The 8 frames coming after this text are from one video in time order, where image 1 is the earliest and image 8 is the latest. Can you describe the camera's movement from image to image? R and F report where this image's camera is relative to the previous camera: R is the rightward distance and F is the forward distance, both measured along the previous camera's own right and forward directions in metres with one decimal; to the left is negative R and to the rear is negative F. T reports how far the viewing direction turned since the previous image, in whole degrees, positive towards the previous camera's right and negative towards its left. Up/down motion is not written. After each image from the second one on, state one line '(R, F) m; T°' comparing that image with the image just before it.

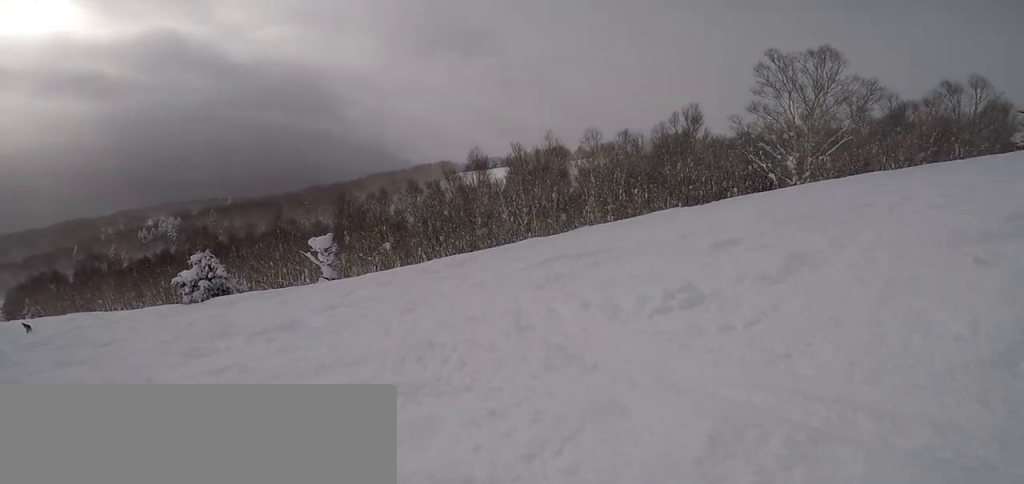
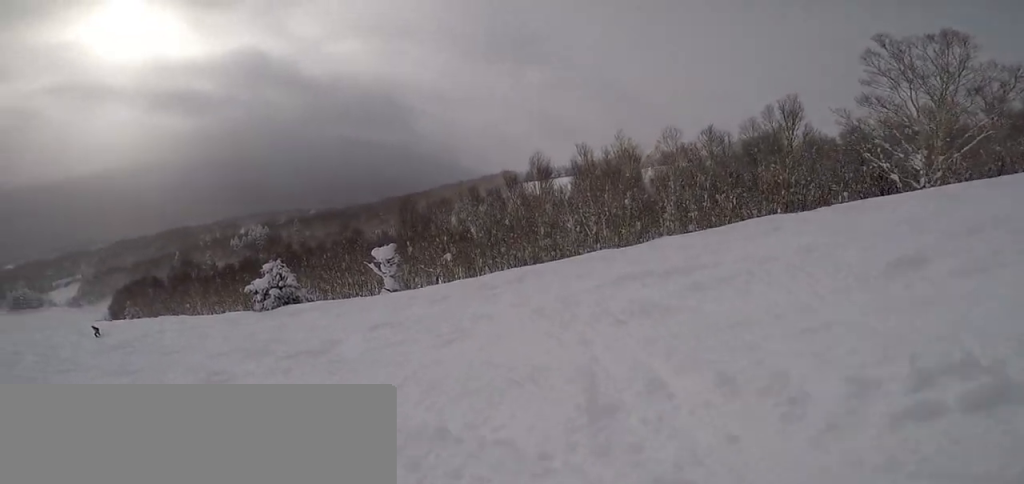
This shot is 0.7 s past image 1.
(-0.4, +2.5) m; -15°
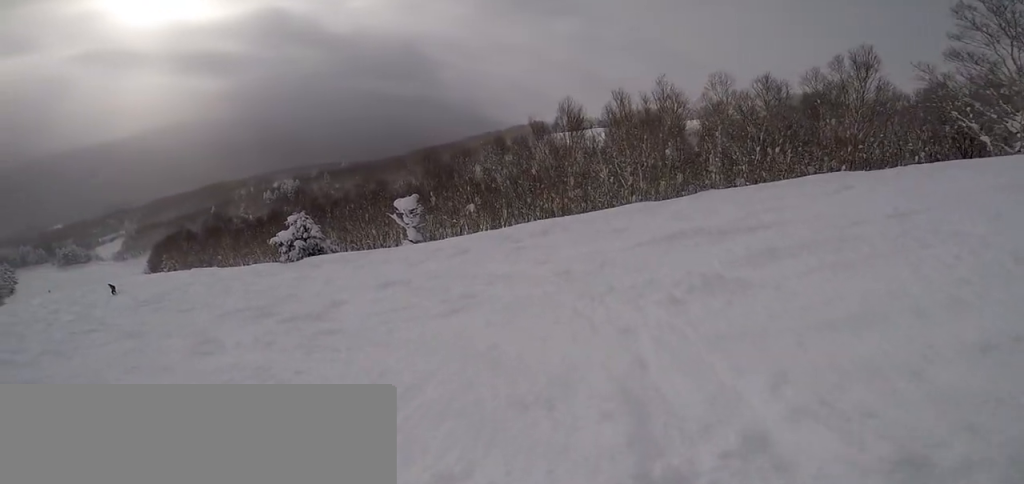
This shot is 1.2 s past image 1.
(-0.1, +1.7) m; -13°
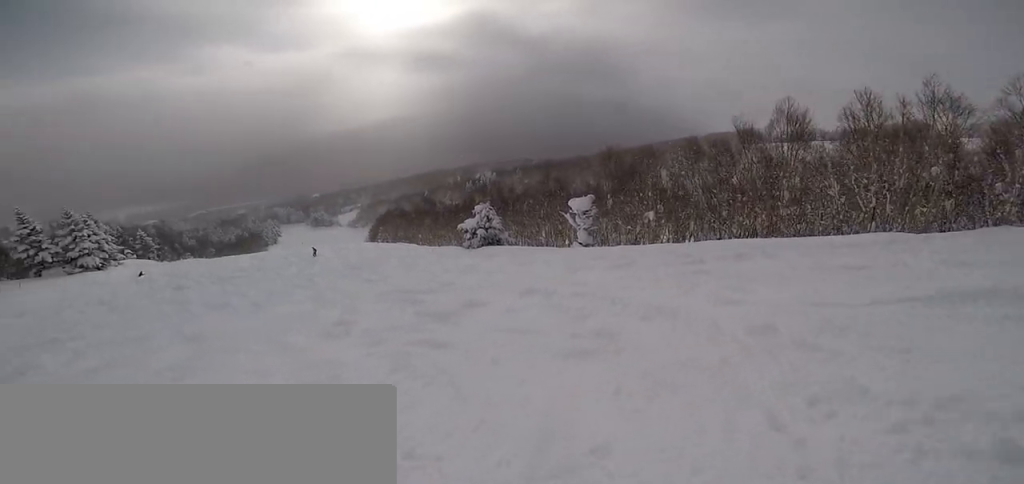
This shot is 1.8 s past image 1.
(-0.3, +2.0) m; -35°
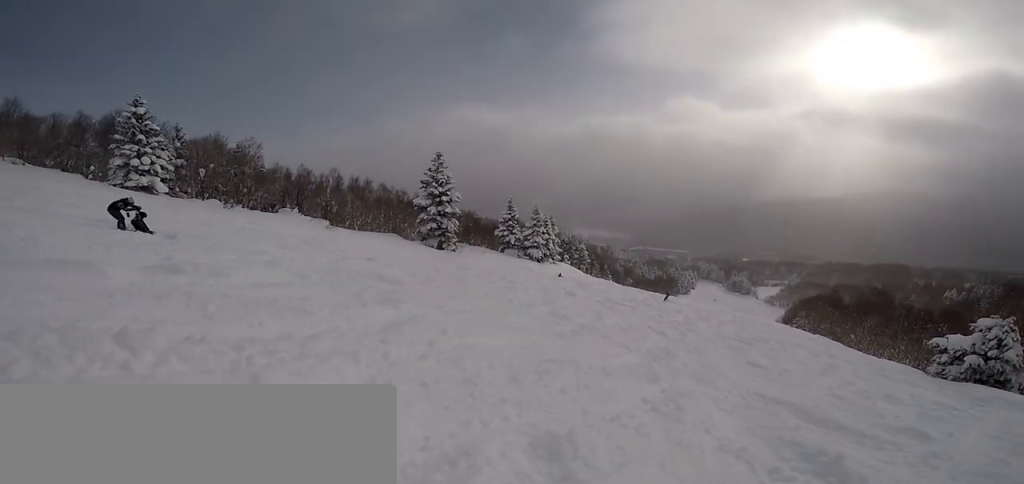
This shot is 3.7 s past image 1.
(-3.2, +6.0) m; -27°
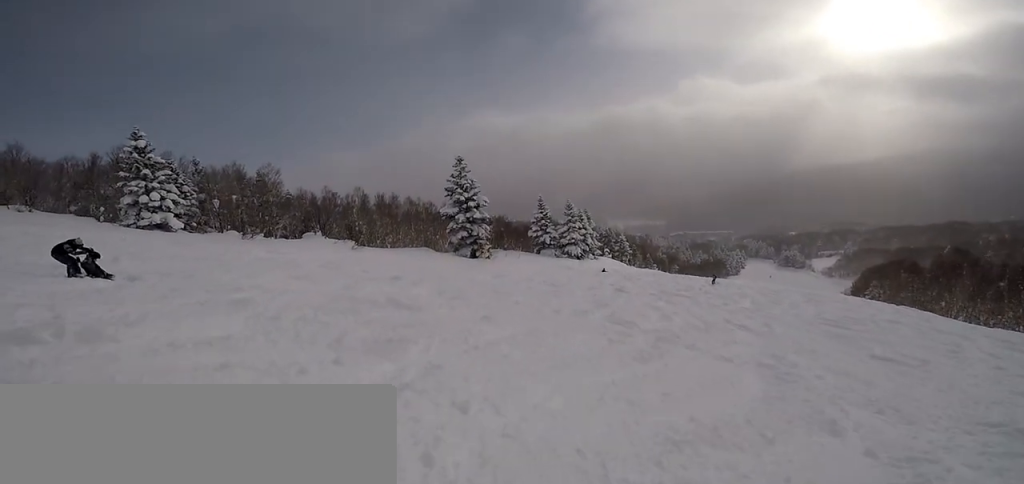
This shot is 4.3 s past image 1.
(+0.4, +2.8) m; +3°
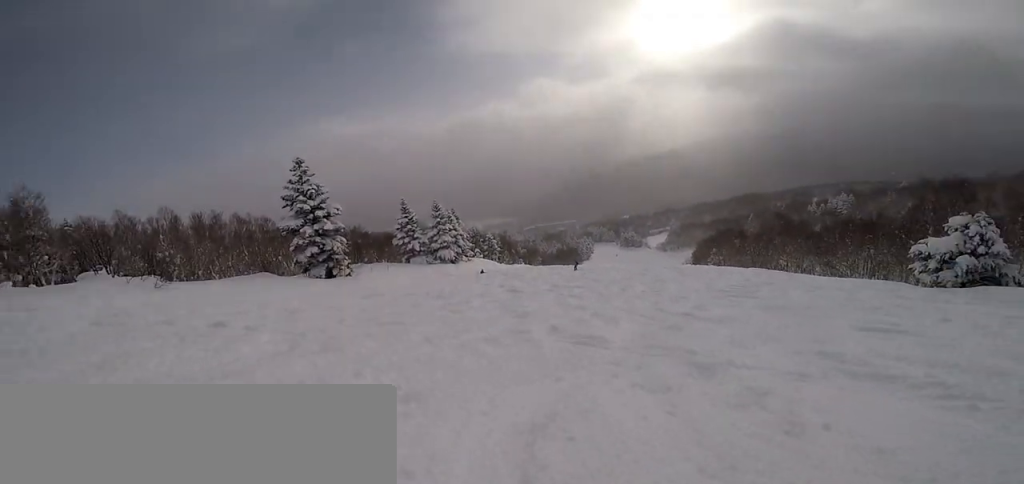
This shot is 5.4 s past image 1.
(-0.4, +5.0) m; +11°
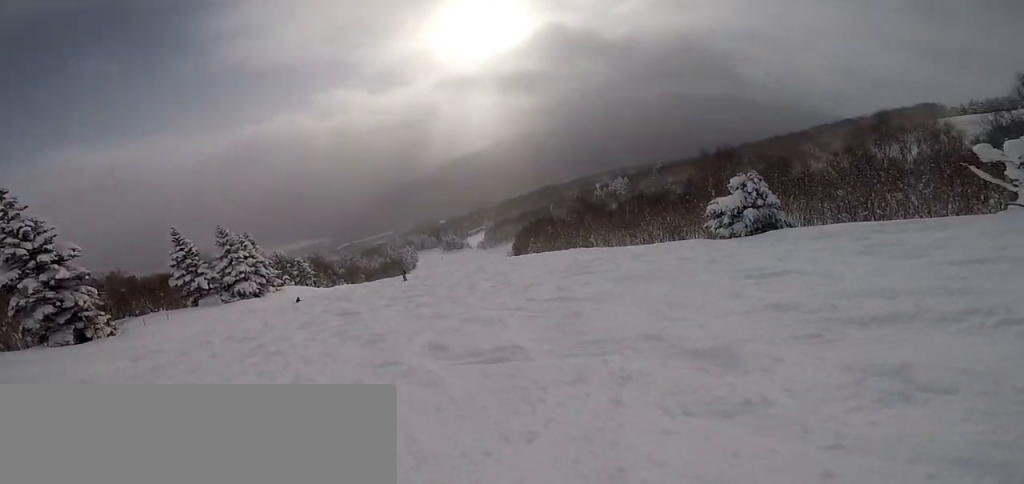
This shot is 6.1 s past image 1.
(0.0, +3.5) m; +27°
